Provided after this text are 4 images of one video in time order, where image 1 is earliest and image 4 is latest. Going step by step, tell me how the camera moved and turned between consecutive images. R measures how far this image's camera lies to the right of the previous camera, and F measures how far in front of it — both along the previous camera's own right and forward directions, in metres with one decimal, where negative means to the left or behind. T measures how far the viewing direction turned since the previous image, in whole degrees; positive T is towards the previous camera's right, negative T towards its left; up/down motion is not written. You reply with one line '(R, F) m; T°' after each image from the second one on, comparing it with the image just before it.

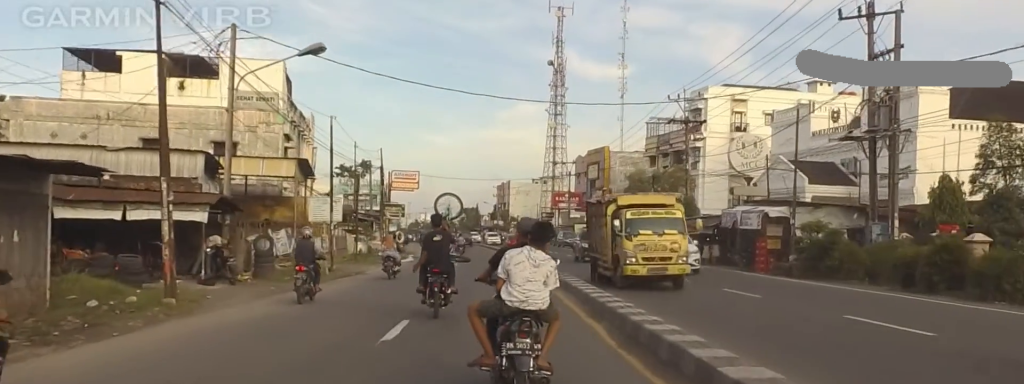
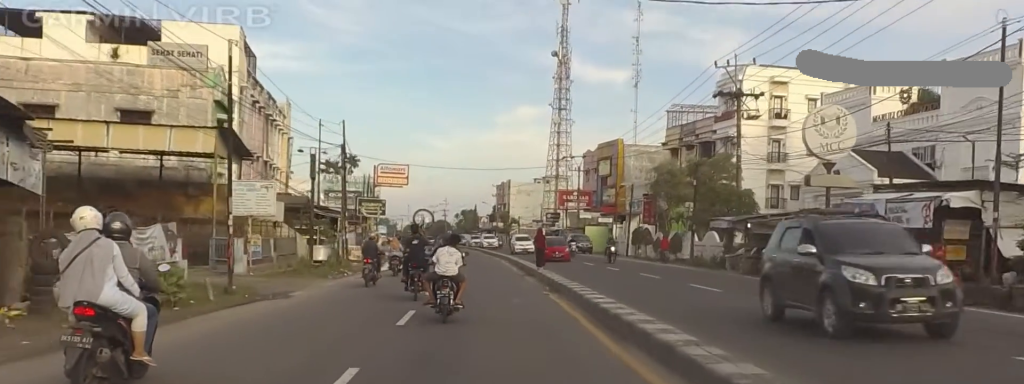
(+2.2, +14.7) m; +3°
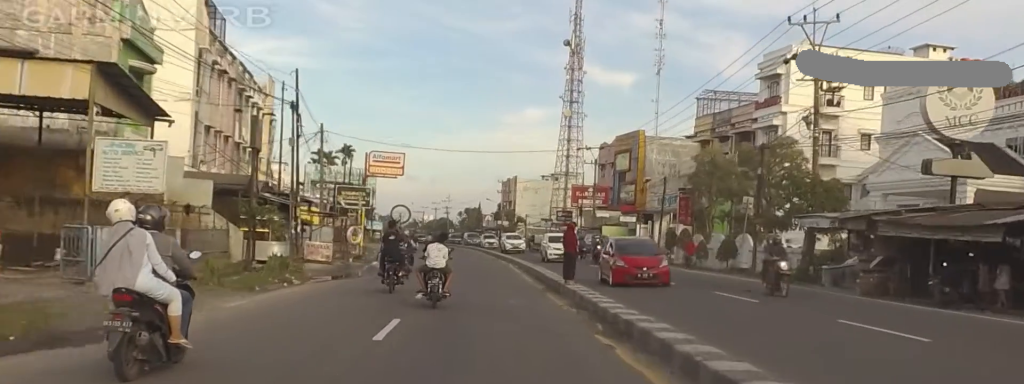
(-1.1, +10.0) m; +3°
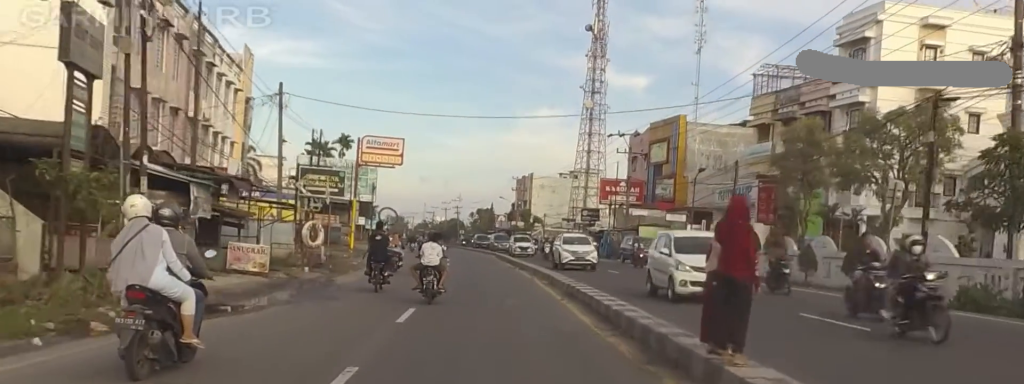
(+1.0, +11.8) m; -3°
